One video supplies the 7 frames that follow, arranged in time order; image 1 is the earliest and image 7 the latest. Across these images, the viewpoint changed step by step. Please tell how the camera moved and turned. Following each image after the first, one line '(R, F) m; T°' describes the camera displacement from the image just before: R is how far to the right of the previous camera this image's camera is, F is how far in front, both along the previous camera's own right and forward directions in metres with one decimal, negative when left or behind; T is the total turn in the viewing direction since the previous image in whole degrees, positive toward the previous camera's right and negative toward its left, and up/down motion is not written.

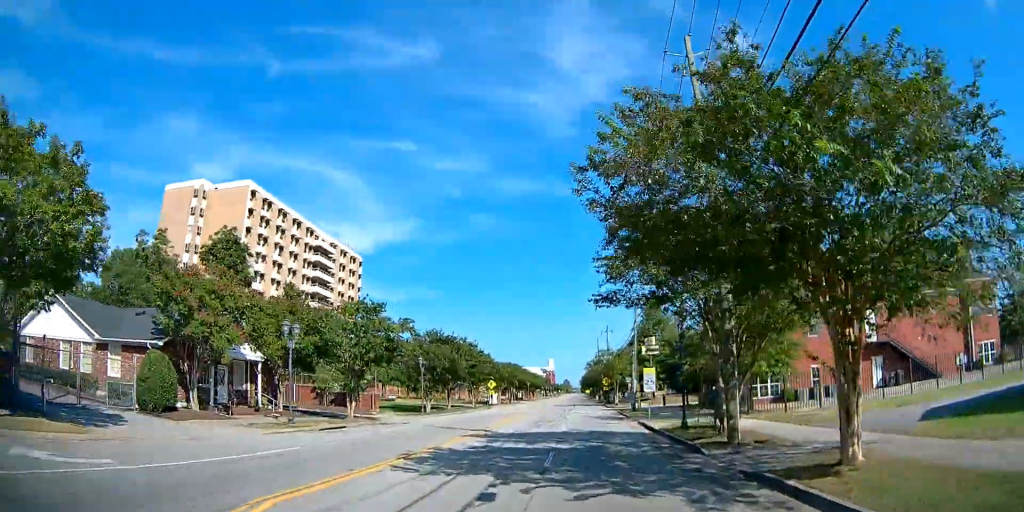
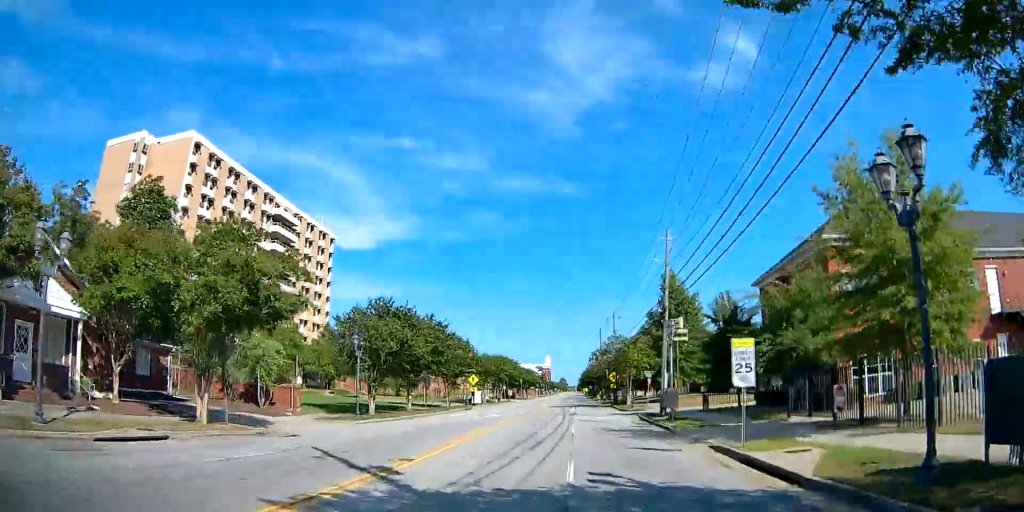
(0.0, +15.0) m; 0°
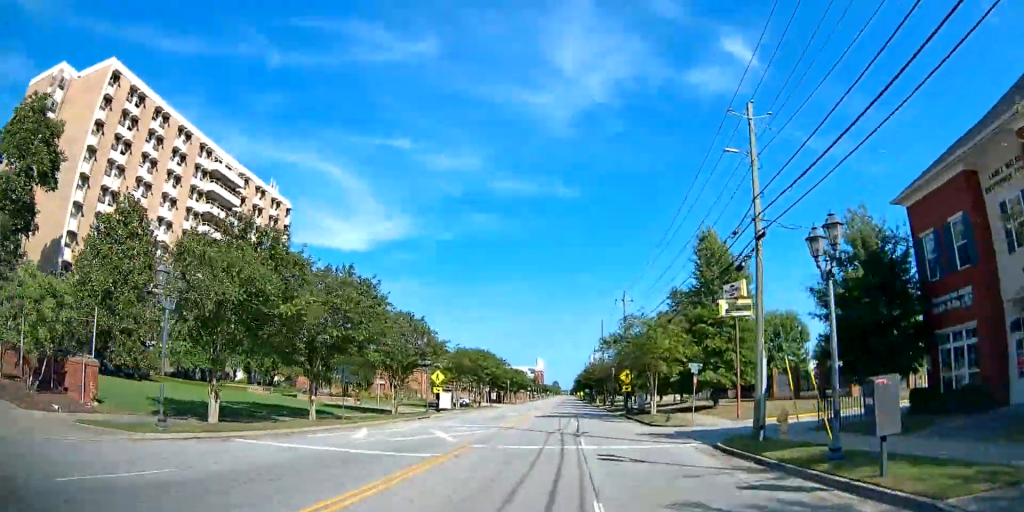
(0.0, +17.9) m; 0°
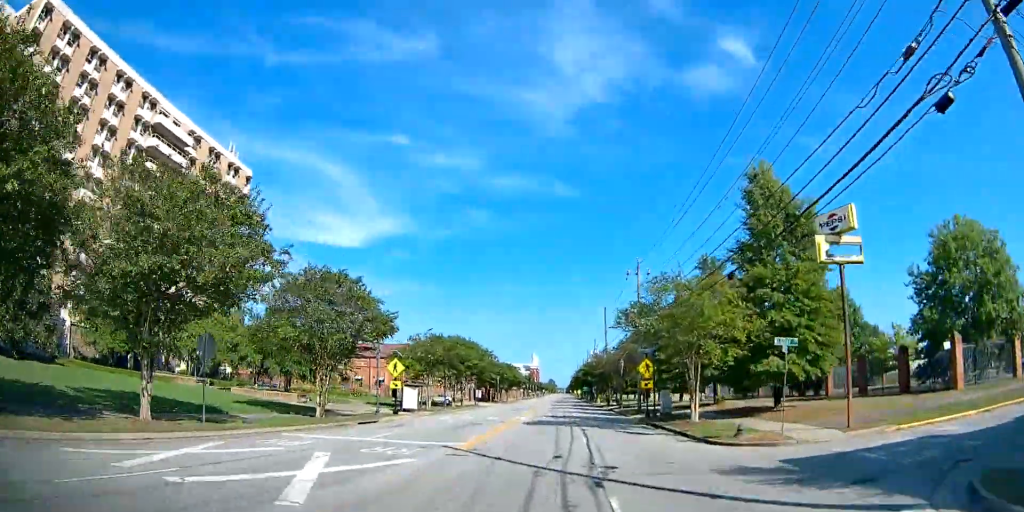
(0.0, +13.1) m; 0°
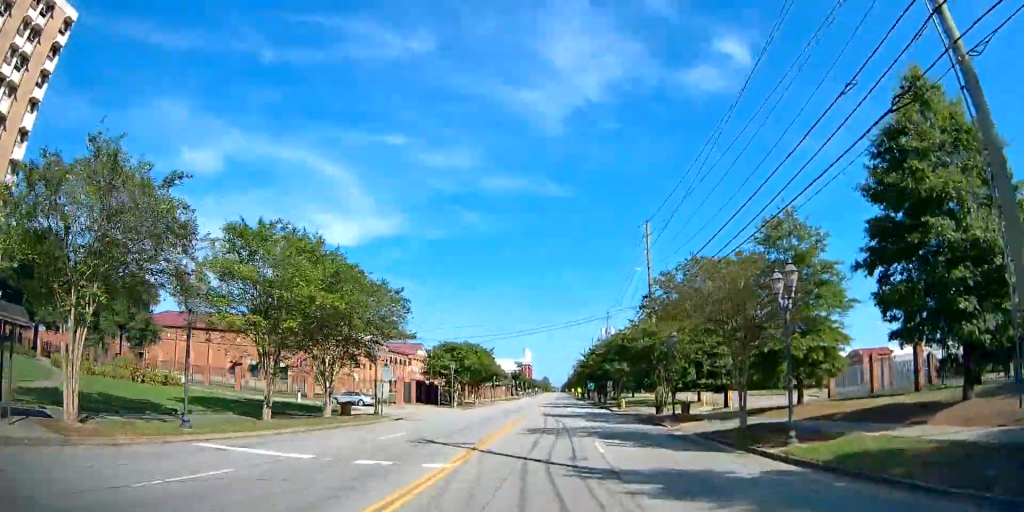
(0.0, +38.9) m; 0°
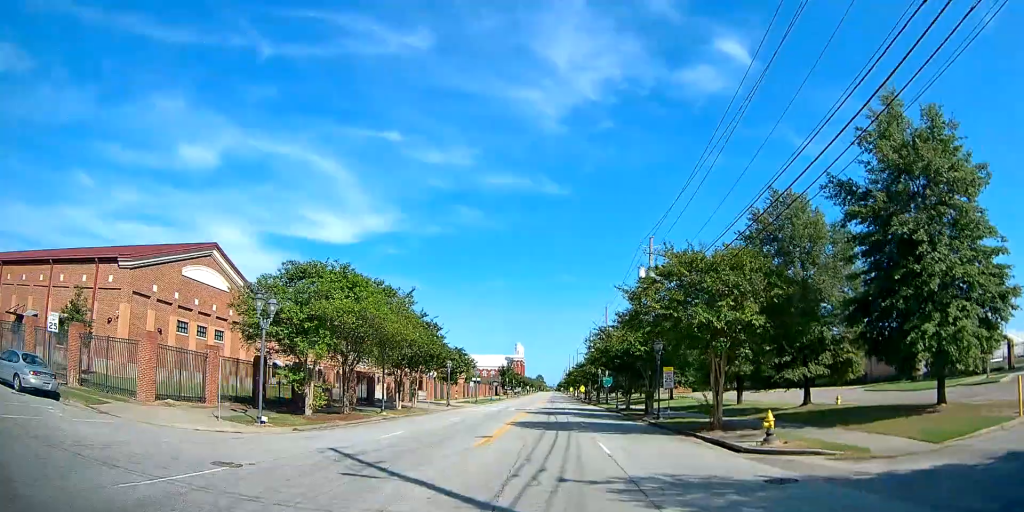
(0.0, +37.4) m; 0°
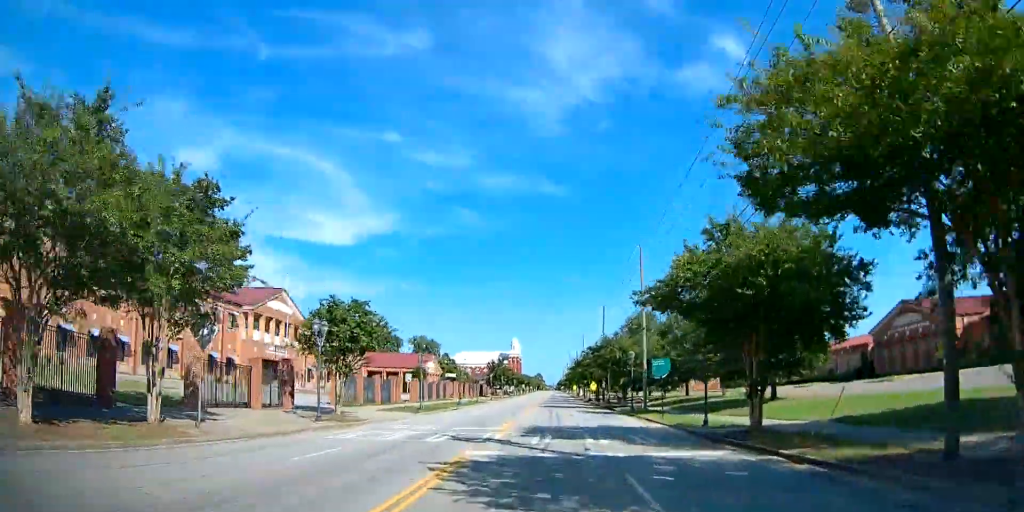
(0.0, +32.1) m; 0°
